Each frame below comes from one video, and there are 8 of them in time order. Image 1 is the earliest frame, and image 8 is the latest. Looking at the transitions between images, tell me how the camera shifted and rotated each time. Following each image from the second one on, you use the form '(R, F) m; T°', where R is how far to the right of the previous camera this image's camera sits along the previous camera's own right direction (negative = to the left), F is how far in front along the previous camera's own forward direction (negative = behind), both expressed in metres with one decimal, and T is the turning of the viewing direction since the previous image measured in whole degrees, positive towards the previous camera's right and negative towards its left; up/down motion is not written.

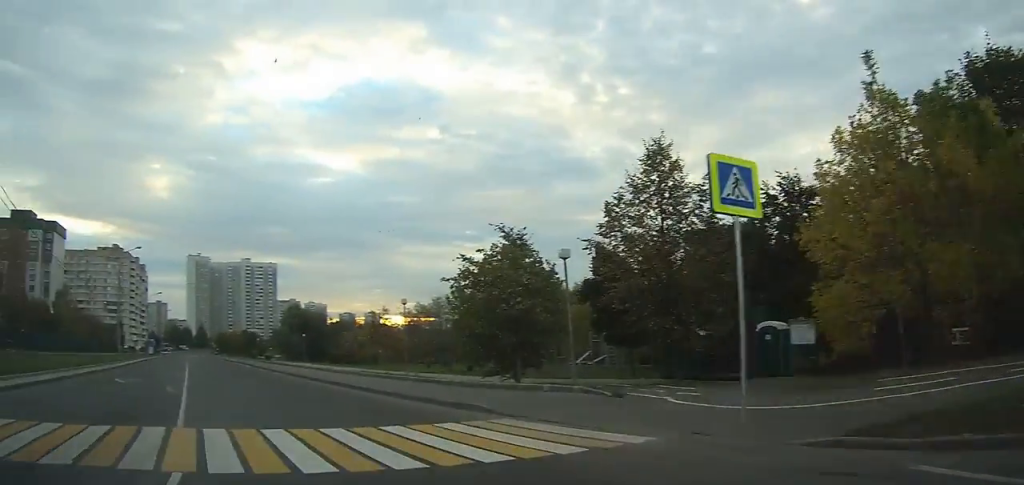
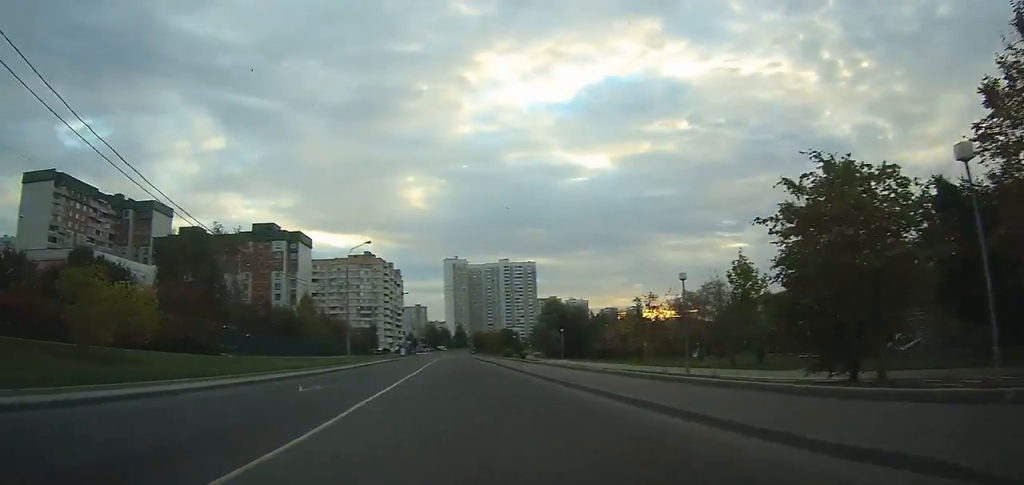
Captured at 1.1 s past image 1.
(-2.6, +7.7) m; -16°
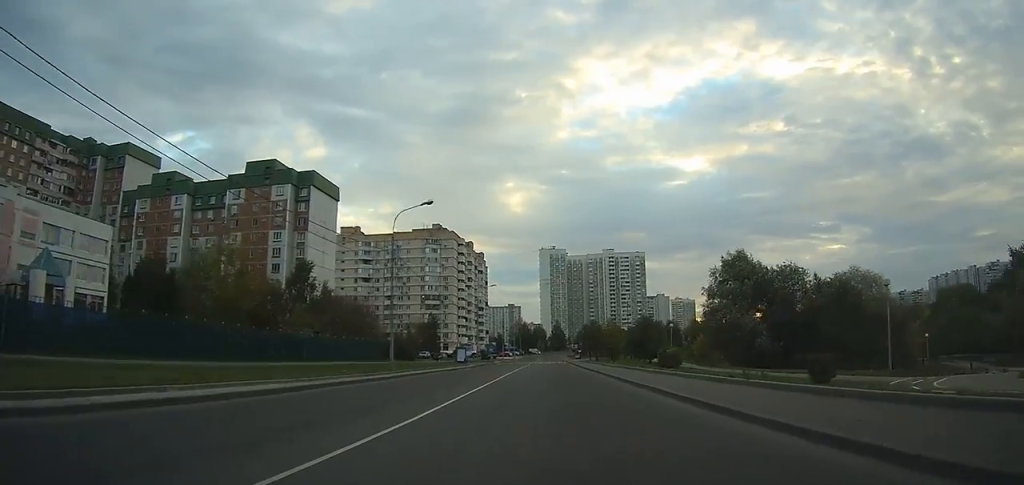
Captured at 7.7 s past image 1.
(-18.5, +55.6) m; -20°
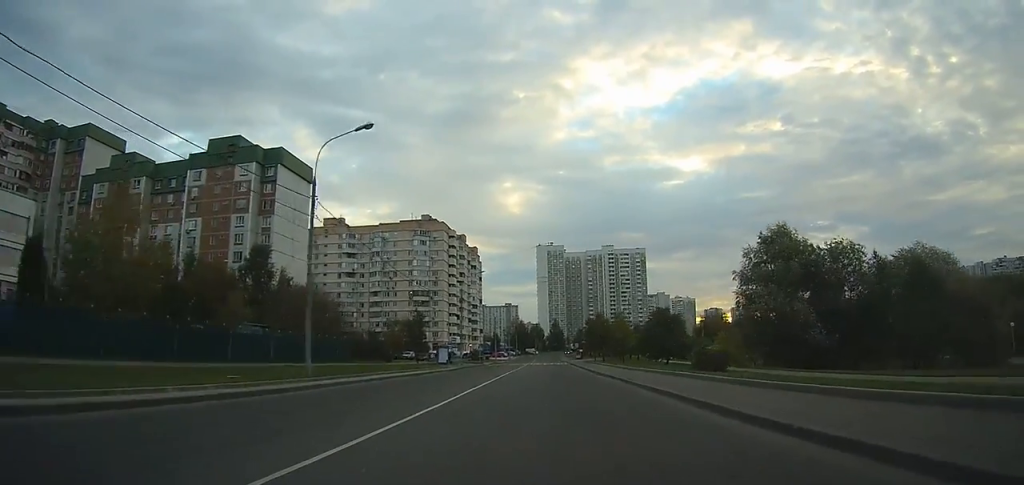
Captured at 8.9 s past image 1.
(0.0, +13.7) m; 0°
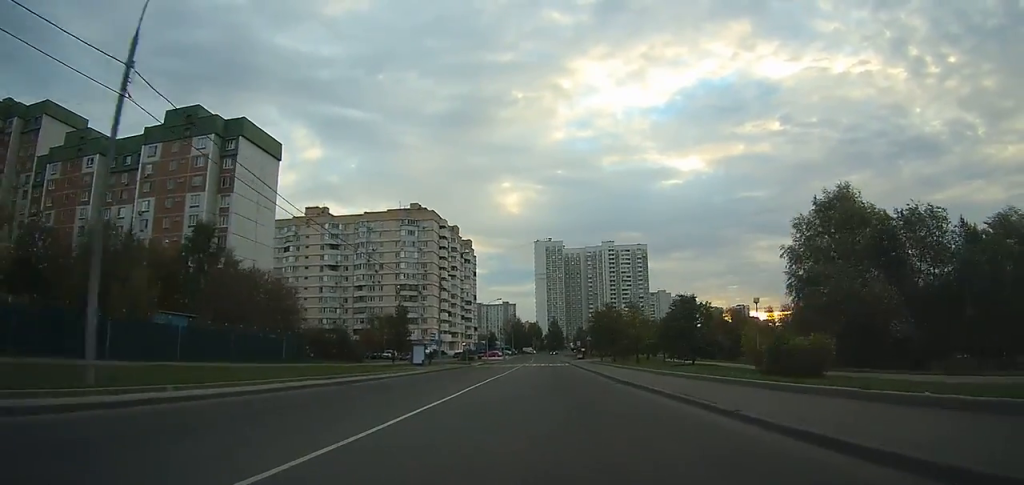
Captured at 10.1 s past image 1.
(0.0, +13.2) m; 0°
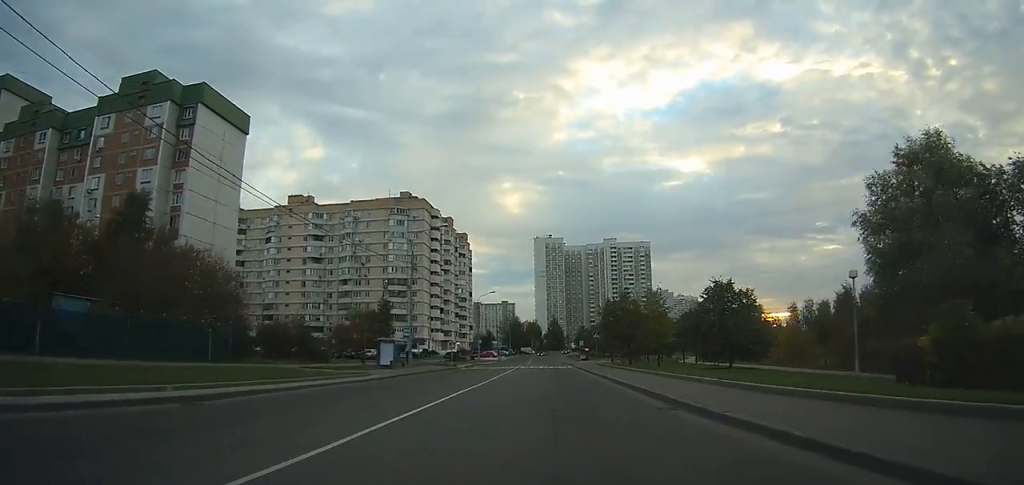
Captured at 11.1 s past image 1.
(+0.1, +11.9) m; 0°
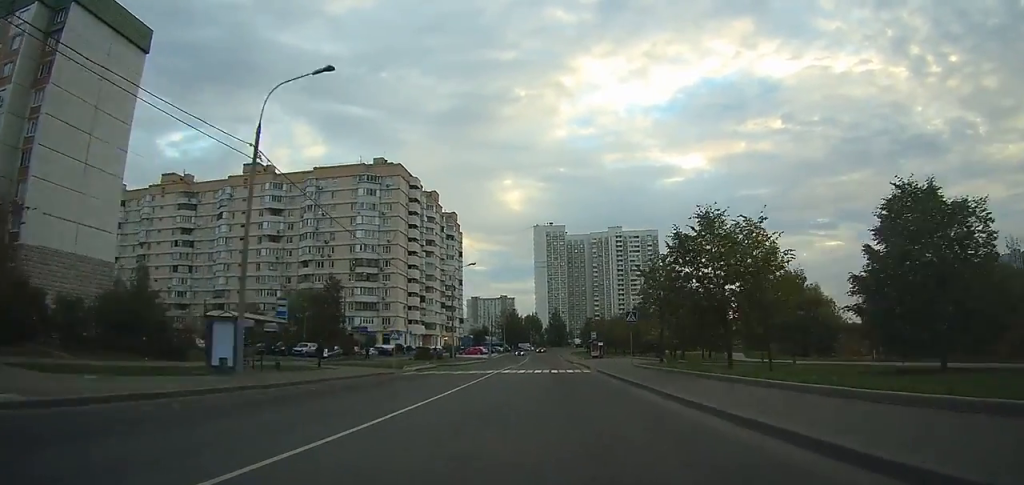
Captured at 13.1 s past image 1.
(-0.2, +24.6) m; -1°
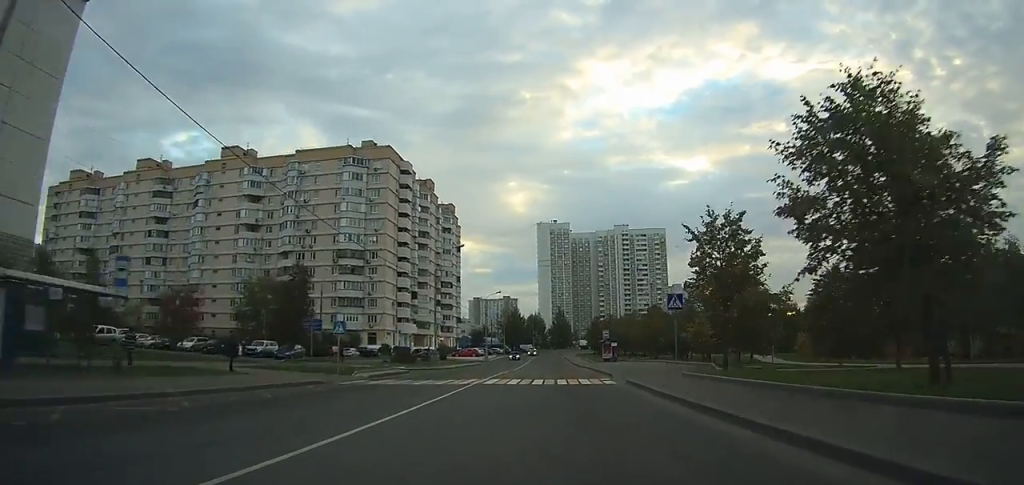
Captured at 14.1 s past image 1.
(0.0, +11.2) m; -1°
